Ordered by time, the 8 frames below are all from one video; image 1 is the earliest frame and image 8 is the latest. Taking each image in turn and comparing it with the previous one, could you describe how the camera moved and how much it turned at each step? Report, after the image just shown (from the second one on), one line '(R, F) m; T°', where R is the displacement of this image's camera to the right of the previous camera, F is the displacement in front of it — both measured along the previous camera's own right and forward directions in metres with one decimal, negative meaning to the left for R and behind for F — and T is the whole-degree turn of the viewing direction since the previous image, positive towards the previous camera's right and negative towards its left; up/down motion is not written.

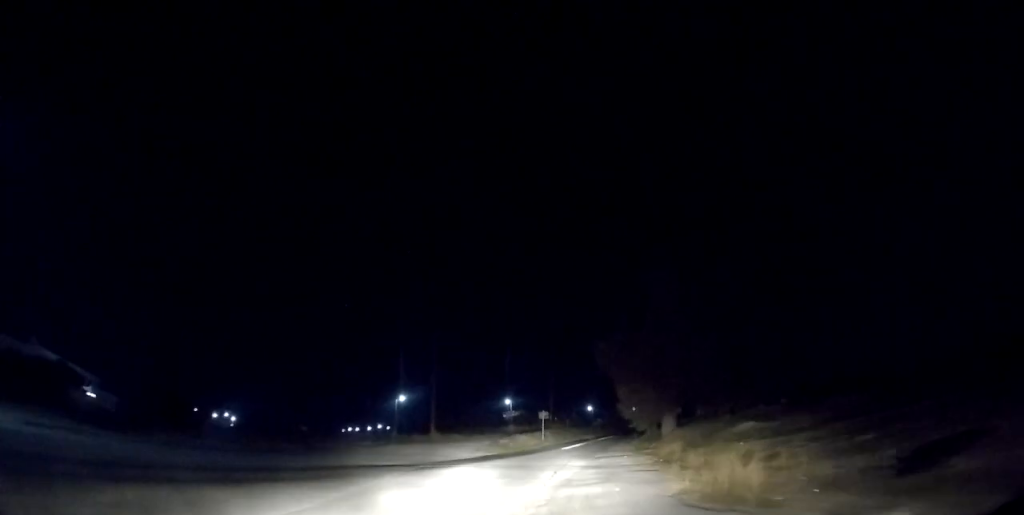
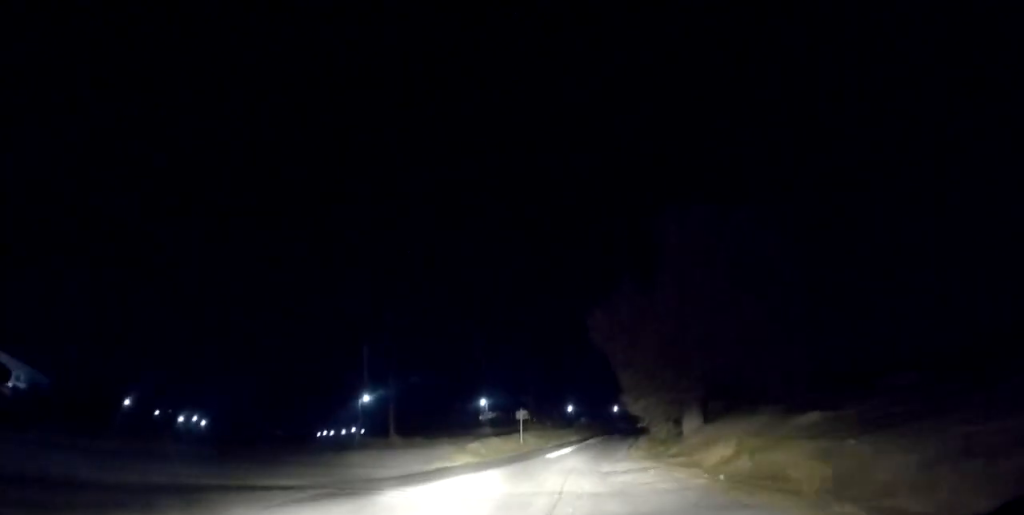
(-0.4, +7.5) m; -2°
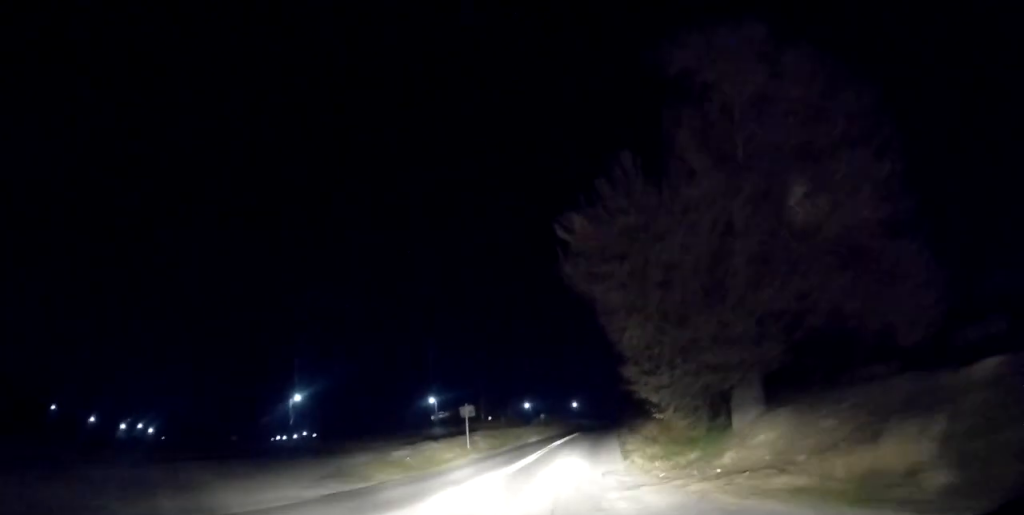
(+0.1, +9.2) m; +3°
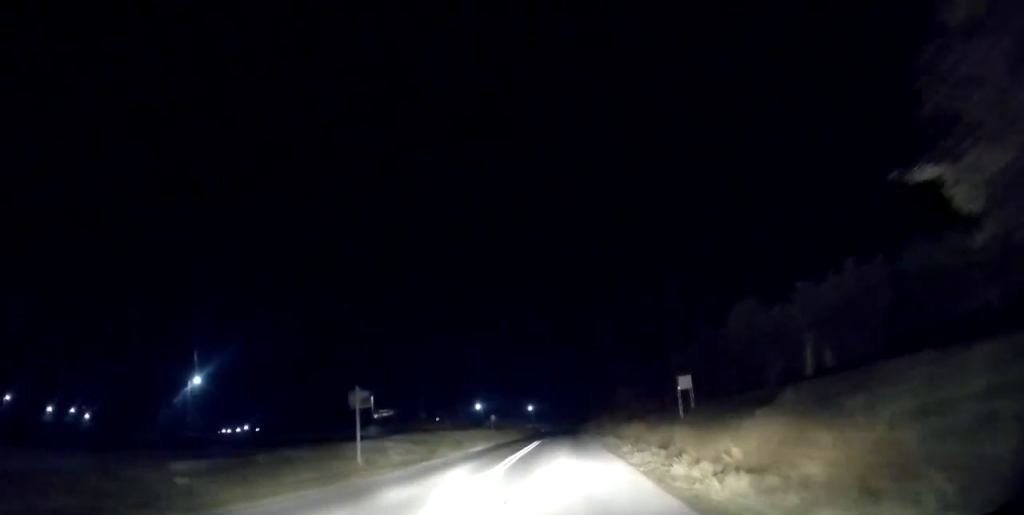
(+0.5, +12.9) m; +4°
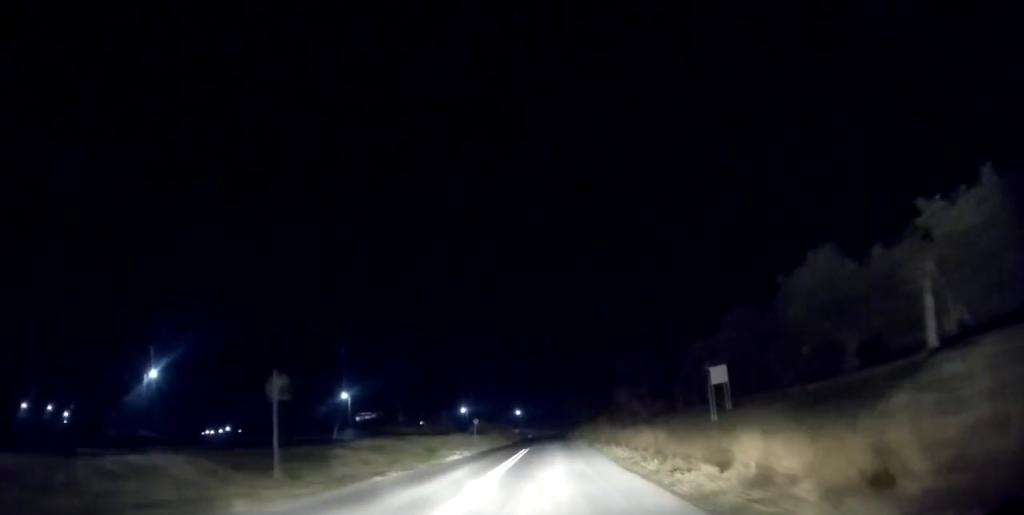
(+0.1, +5.5) m; +2°
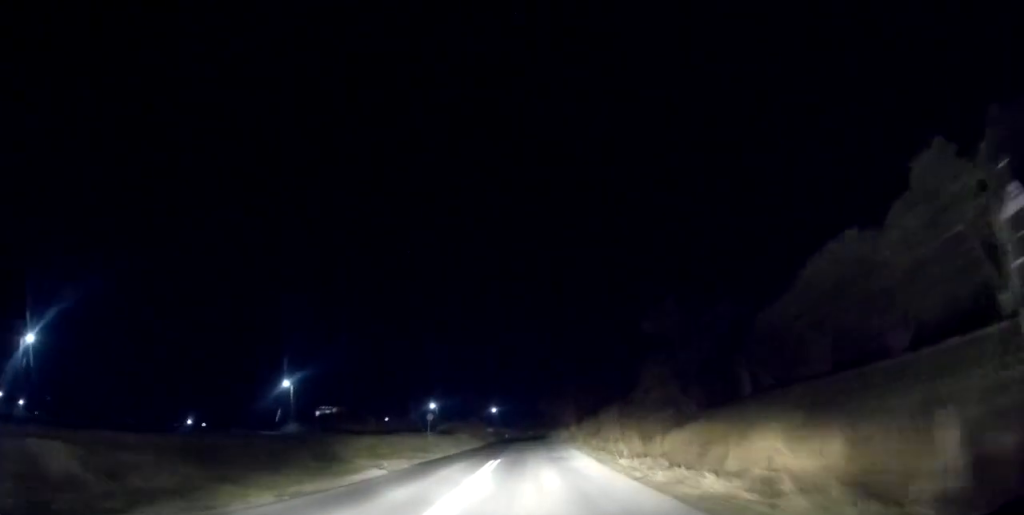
(+0.5, +13.2) m; +3°
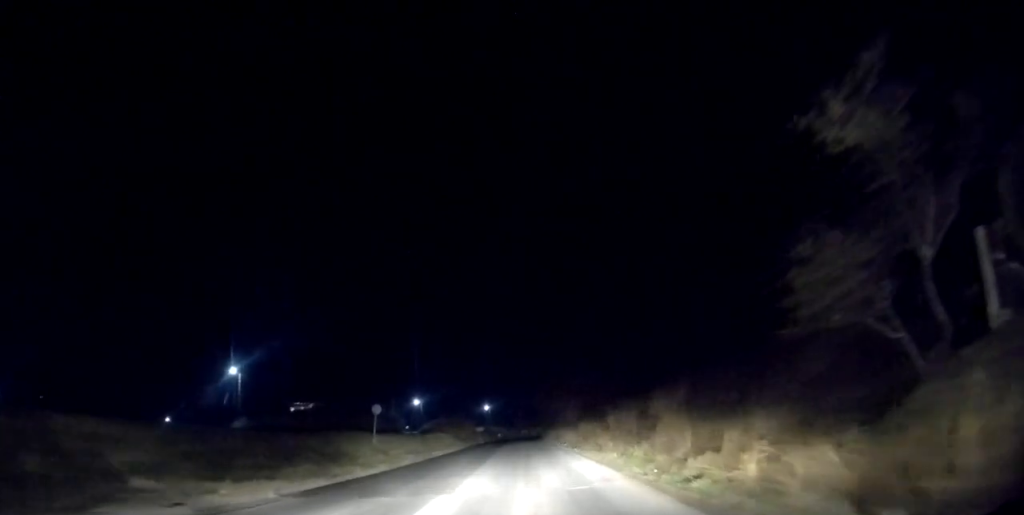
(+0.1, +11.9) m; +2°
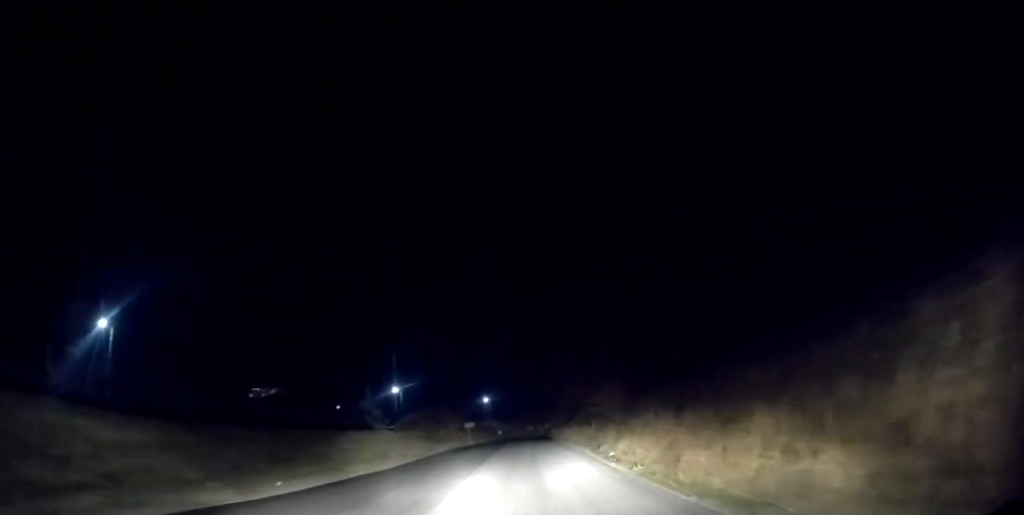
(+0.5, +20.5) m; +2°
